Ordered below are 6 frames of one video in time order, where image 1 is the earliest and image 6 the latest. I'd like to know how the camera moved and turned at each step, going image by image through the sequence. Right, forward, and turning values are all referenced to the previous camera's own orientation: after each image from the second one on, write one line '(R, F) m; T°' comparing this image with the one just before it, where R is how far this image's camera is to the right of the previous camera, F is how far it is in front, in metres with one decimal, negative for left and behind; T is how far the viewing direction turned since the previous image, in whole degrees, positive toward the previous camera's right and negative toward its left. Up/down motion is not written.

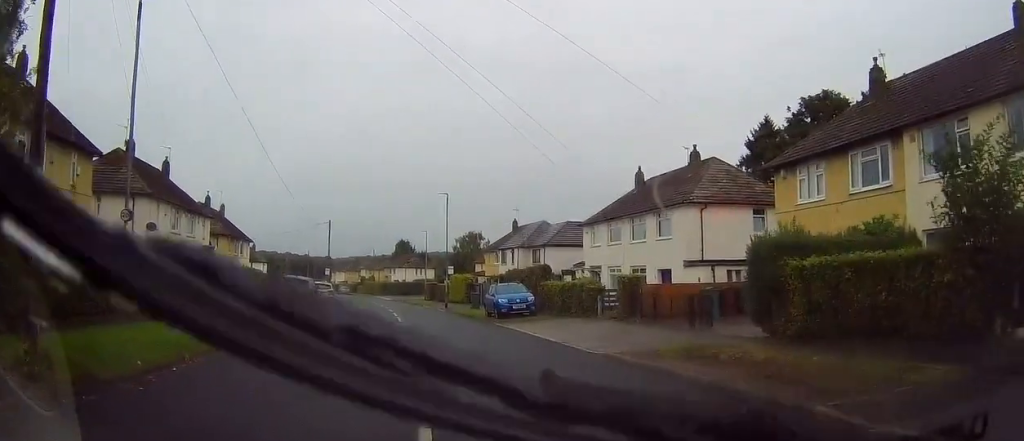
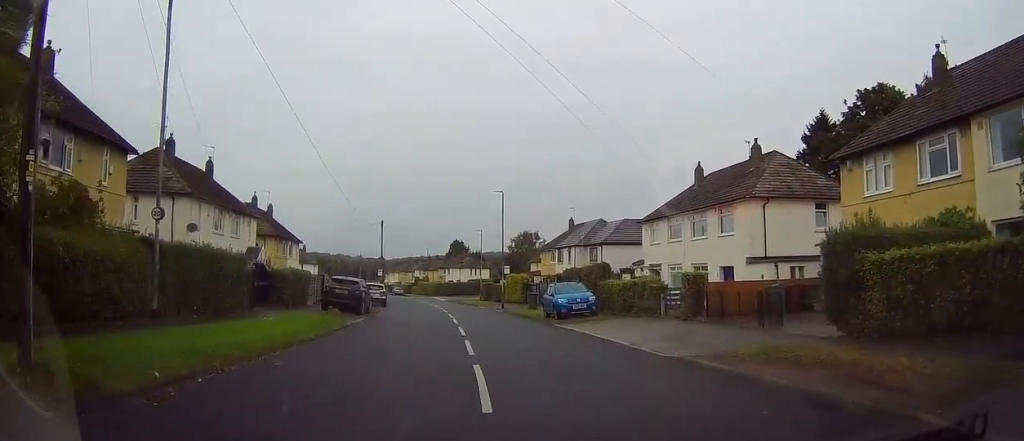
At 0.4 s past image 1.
(-0.1, +1.0) m; -5°
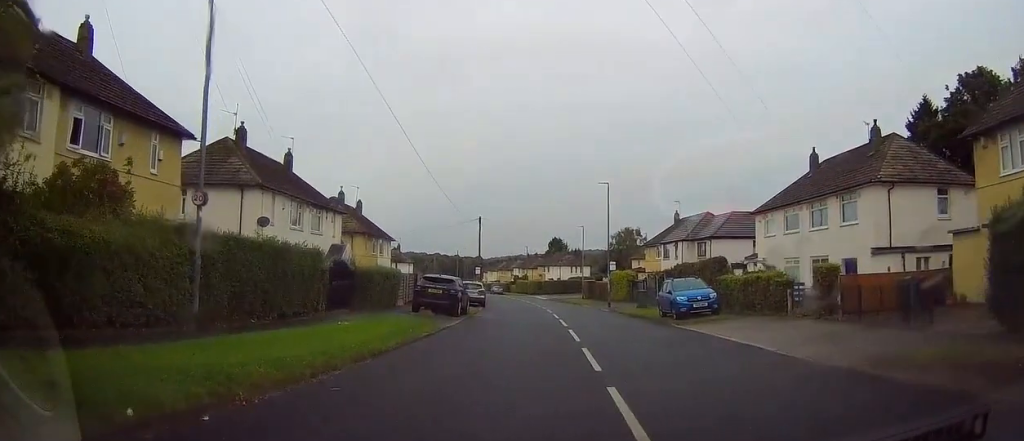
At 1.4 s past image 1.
(-0.3, +2.6) m; -10°
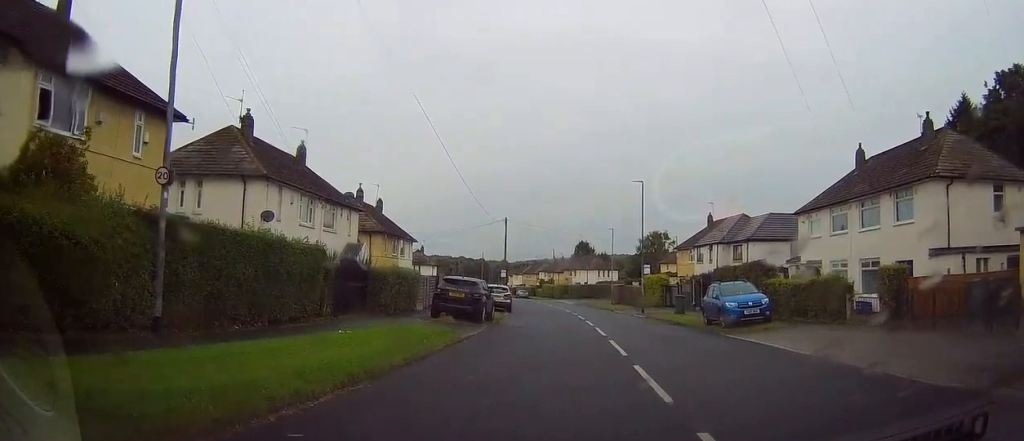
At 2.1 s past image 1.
(-0.1, +2.3) m; -2°
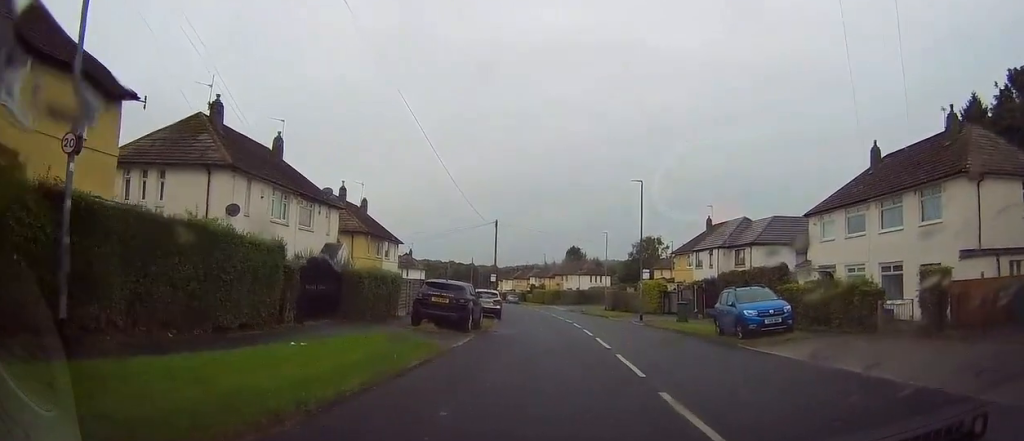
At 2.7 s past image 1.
(-0.2, +2.3) m; +4°
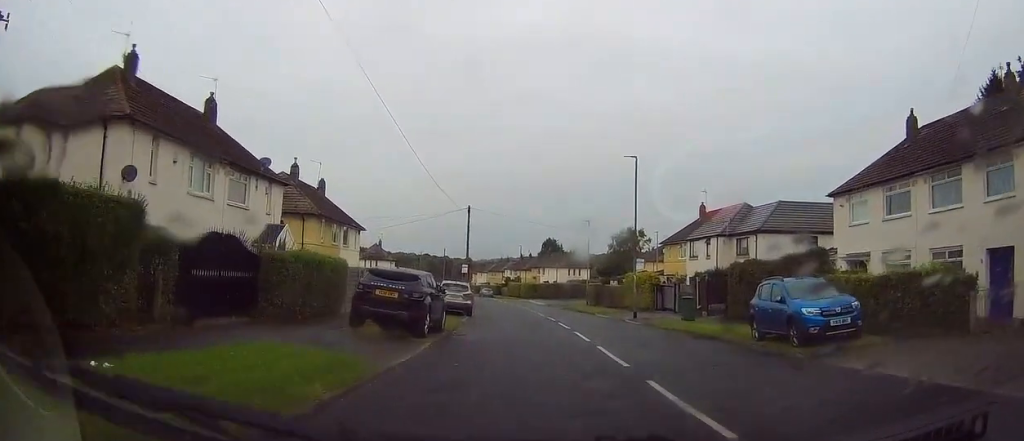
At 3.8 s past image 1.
(+0.7, +5.2) m; +6°
